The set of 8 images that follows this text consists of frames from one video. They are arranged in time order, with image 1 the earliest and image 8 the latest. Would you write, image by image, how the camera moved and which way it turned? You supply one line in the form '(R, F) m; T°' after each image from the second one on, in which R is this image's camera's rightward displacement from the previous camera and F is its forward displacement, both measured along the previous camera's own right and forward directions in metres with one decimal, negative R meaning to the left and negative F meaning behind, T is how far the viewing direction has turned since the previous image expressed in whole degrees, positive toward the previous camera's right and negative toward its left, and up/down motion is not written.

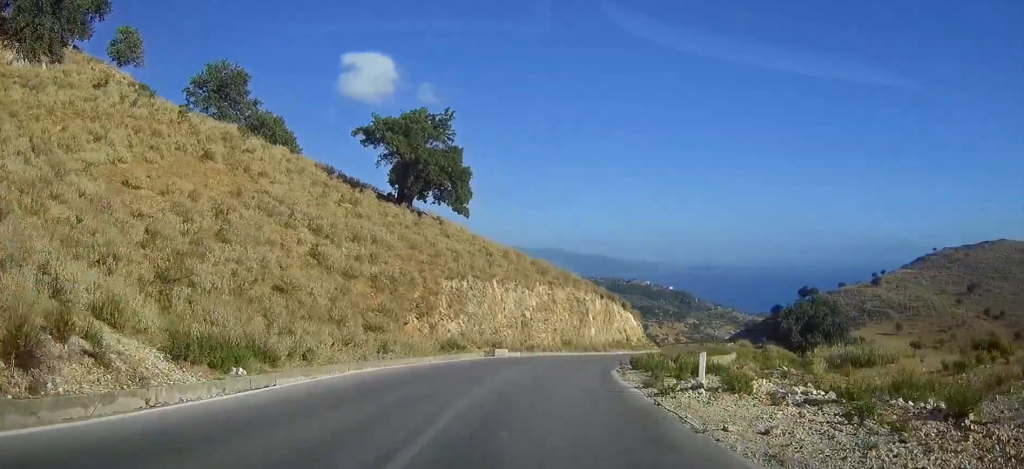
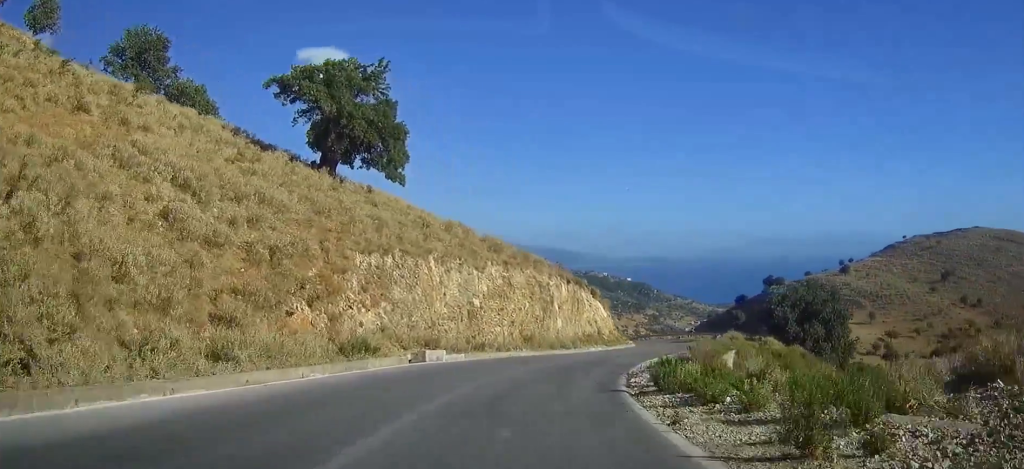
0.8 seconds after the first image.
(0.0, +12.4) m; 0°
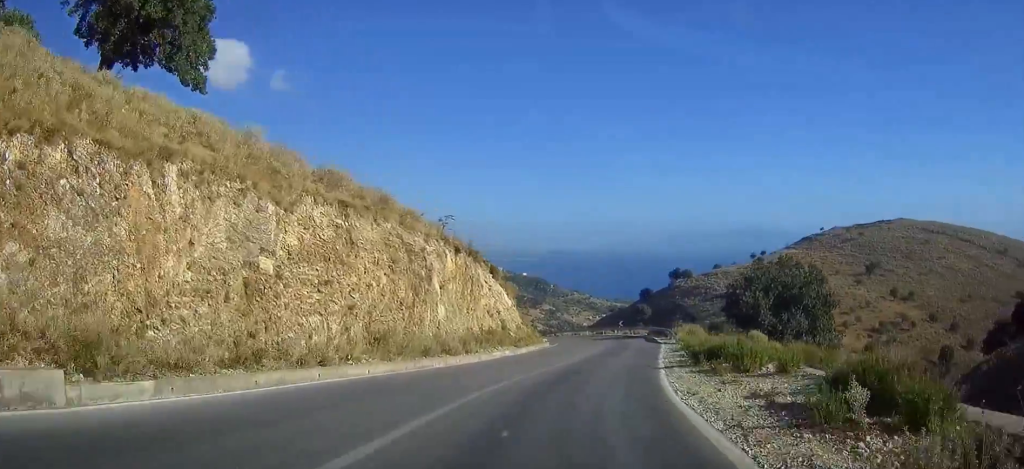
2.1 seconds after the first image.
(0.0, +20.7) m; +7°
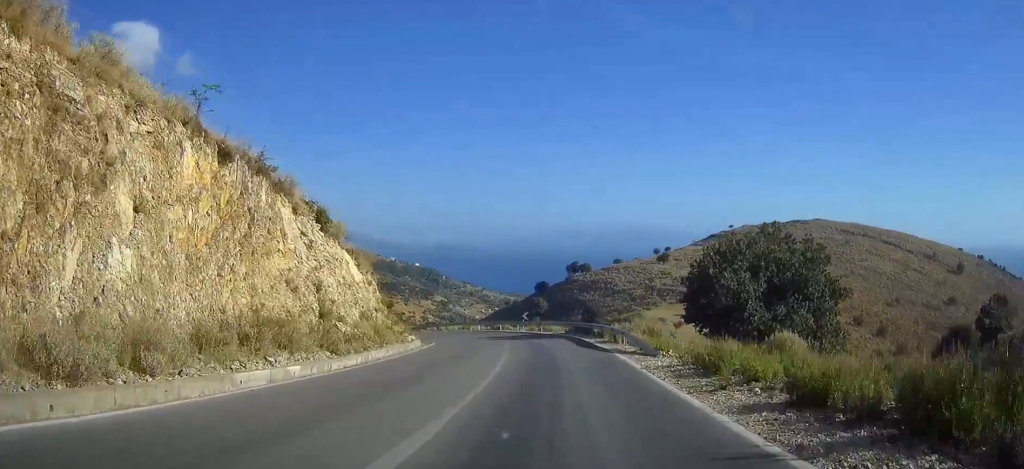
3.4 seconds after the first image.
(+2.8, +20.0) m; +11°
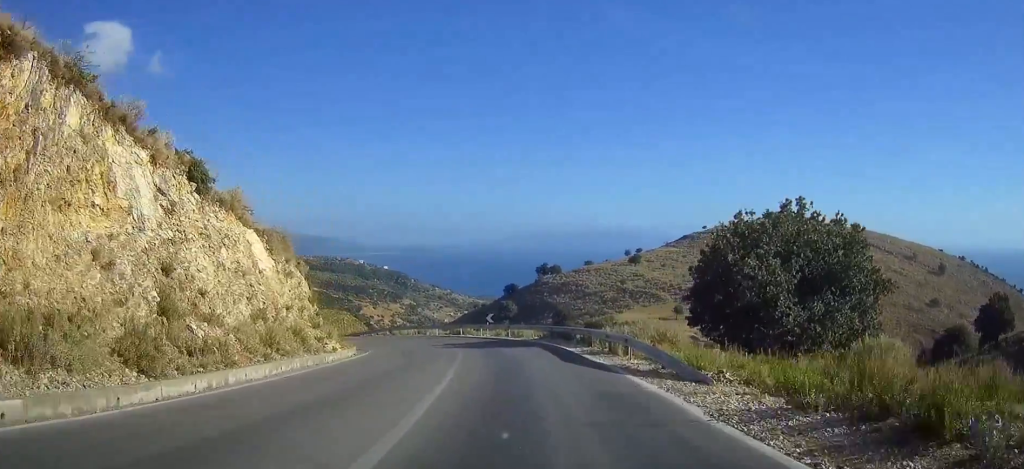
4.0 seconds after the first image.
(+0.5, +9.7) m; +1°
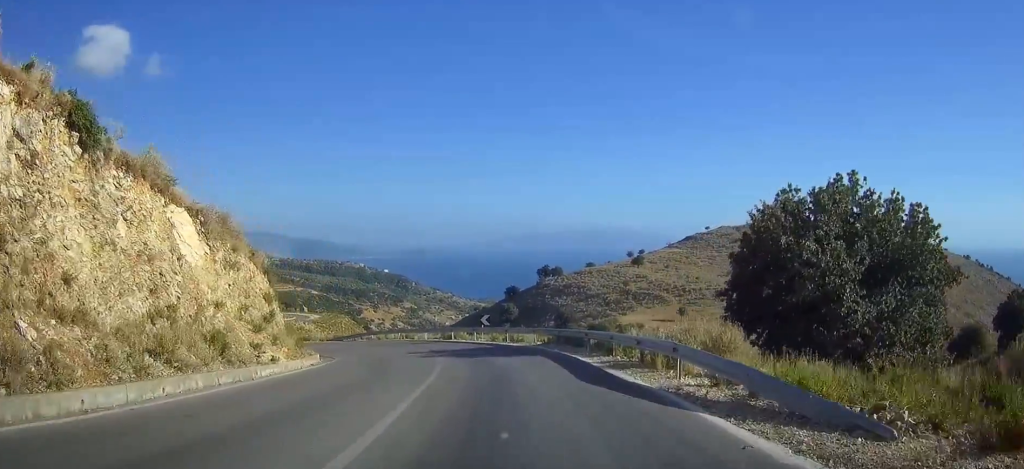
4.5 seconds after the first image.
(0.0, +6.7) m; 0°
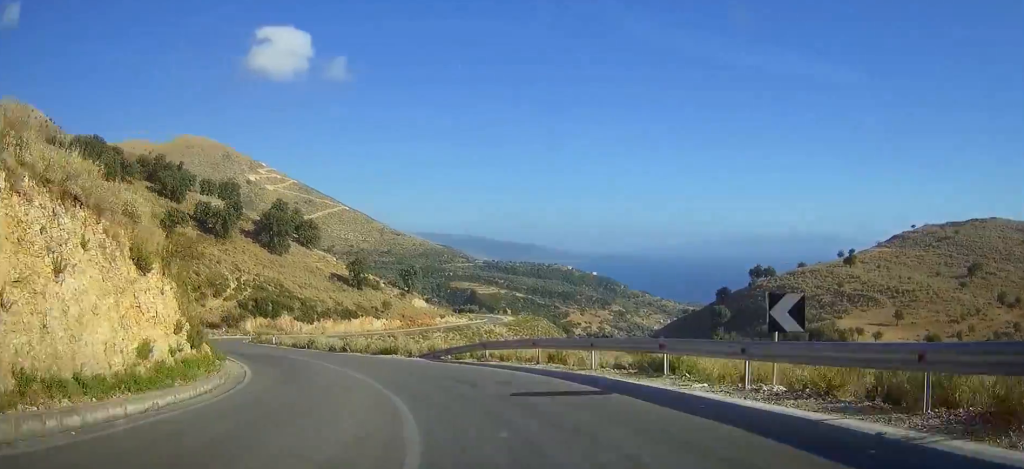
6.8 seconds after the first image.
(-2.2, +30.0) m; -16°
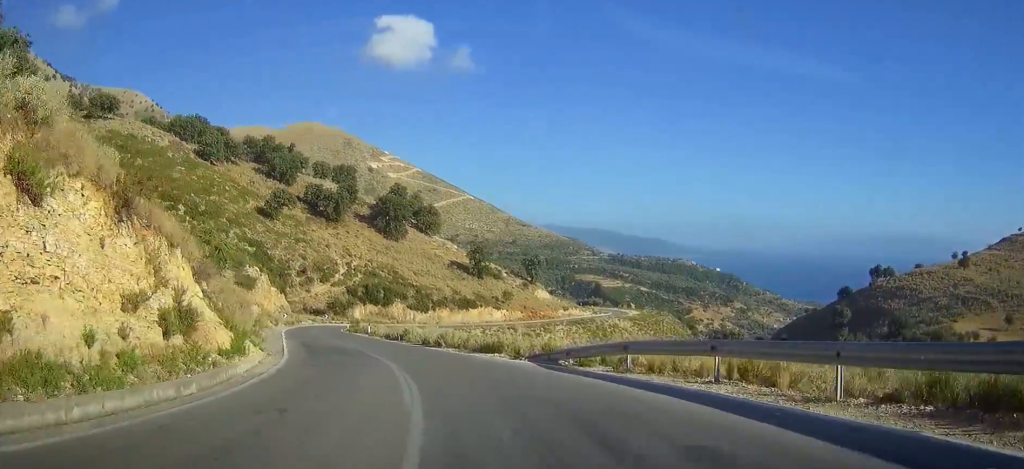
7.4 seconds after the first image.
(-0.6, +8.7) m; -9°
